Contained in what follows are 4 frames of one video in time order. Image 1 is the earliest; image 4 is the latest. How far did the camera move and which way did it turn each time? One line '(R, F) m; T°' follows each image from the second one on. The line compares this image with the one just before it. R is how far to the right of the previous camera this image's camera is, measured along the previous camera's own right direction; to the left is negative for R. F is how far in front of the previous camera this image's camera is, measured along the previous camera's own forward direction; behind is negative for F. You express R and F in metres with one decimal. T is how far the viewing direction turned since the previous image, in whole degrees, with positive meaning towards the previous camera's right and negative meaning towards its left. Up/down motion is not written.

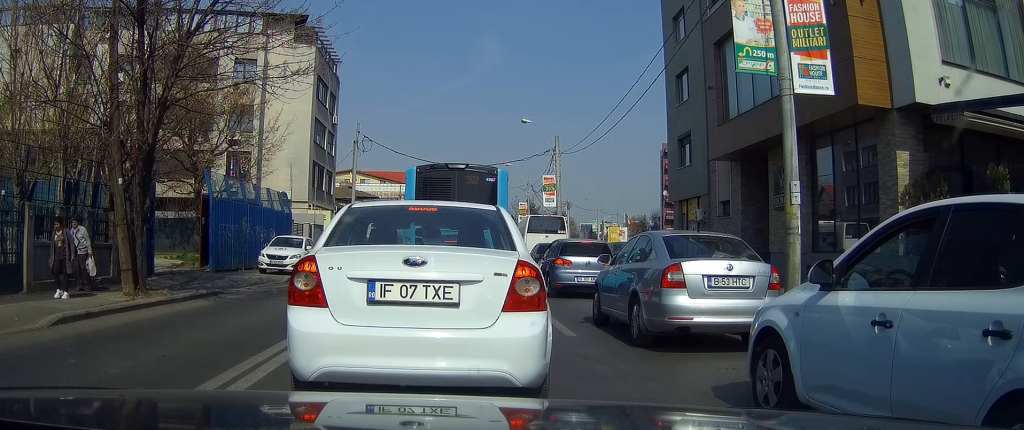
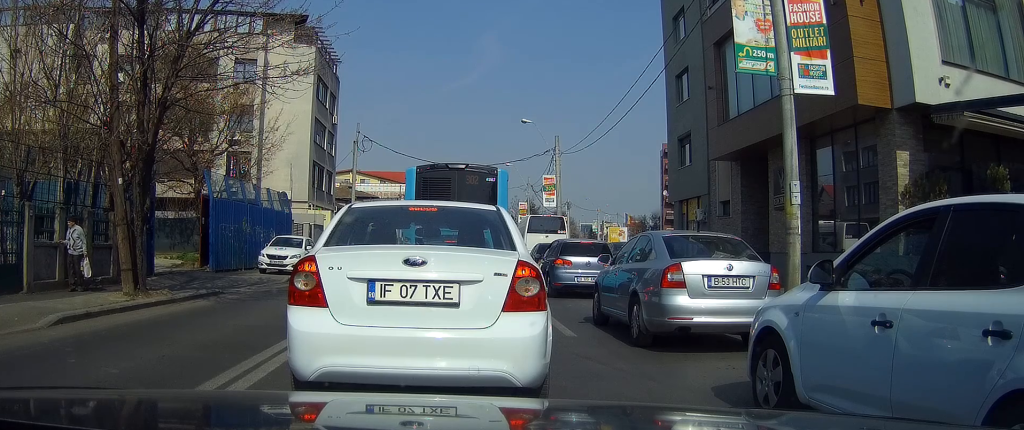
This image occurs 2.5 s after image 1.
(0.0, 0.0) m; 0°
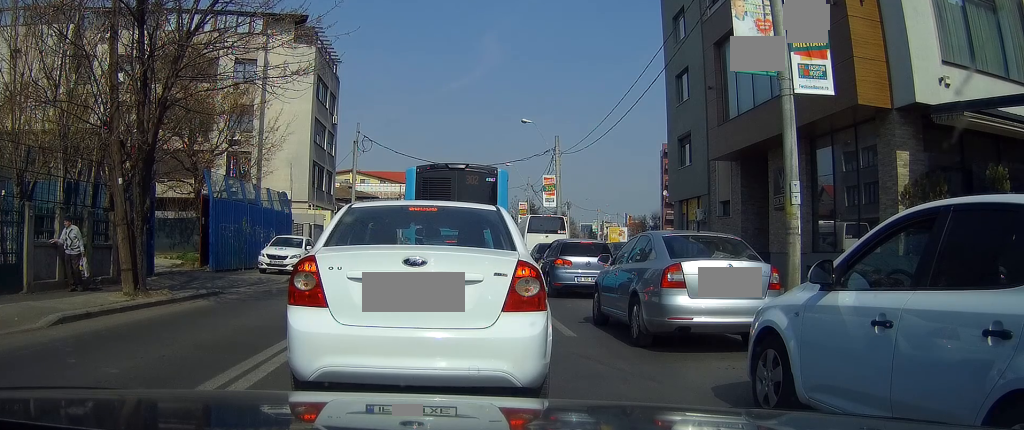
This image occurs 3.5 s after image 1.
(0.0, 0.0) m; 0°
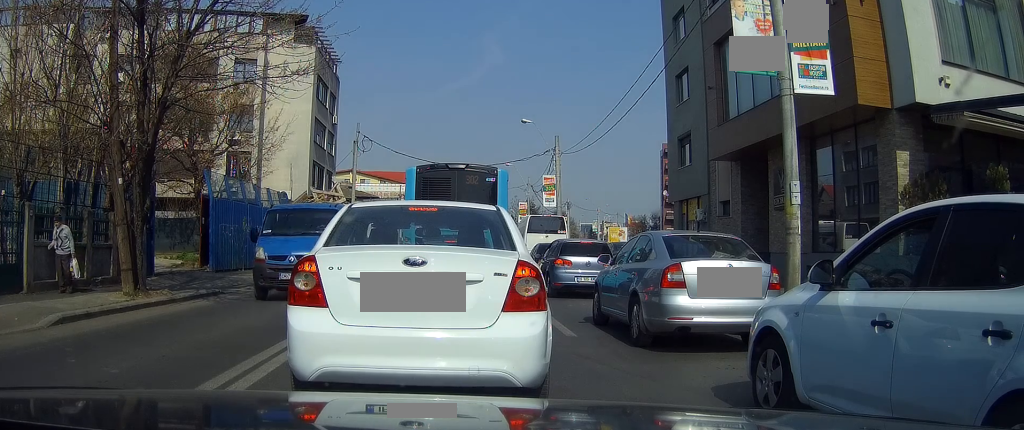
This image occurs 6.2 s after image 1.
(0.0, 0.0) m; 0°
